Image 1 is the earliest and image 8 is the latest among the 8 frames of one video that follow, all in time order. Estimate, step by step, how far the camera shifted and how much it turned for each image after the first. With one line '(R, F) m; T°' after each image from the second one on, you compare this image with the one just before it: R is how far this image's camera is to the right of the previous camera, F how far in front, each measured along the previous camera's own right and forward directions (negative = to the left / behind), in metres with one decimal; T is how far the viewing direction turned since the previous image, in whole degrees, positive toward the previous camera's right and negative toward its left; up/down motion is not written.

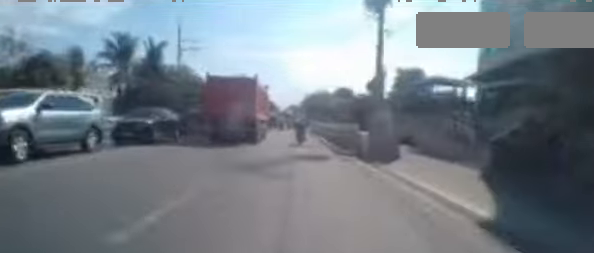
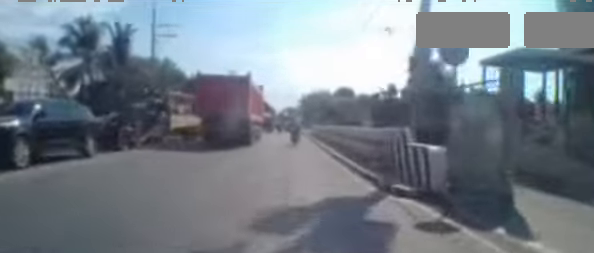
(+0.1, +6.9) m; +1°
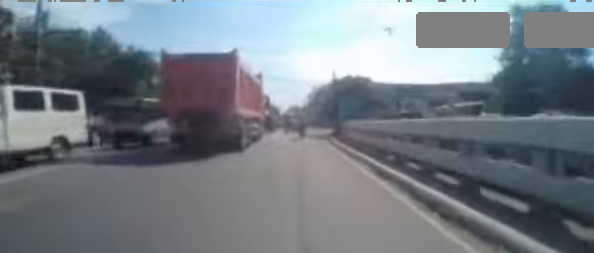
(0.0, +17.4) m; -1°
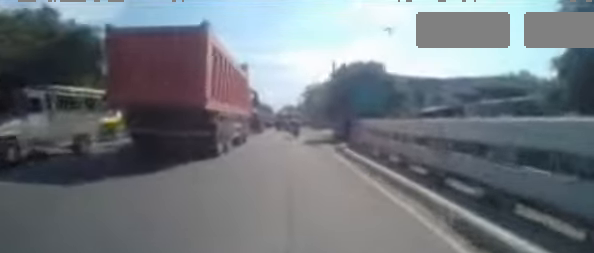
(0.0, +6.2) m; -2°
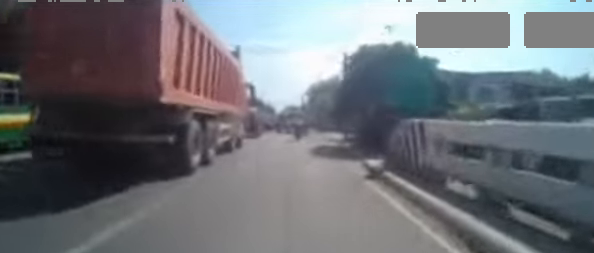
(-0.3, +4.9) m; 0°
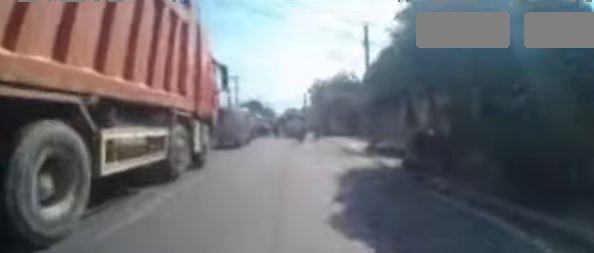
(+0.4, +8.0) m; +4°
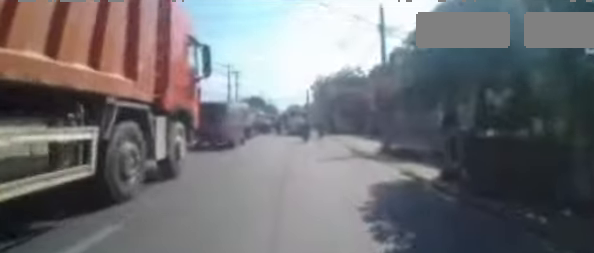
(0.0, +2.9) m; +1°
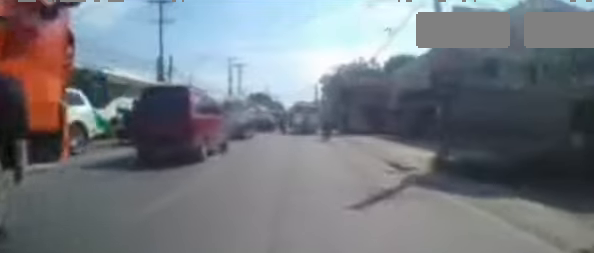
(+0.1, +5.6) m; +1°
